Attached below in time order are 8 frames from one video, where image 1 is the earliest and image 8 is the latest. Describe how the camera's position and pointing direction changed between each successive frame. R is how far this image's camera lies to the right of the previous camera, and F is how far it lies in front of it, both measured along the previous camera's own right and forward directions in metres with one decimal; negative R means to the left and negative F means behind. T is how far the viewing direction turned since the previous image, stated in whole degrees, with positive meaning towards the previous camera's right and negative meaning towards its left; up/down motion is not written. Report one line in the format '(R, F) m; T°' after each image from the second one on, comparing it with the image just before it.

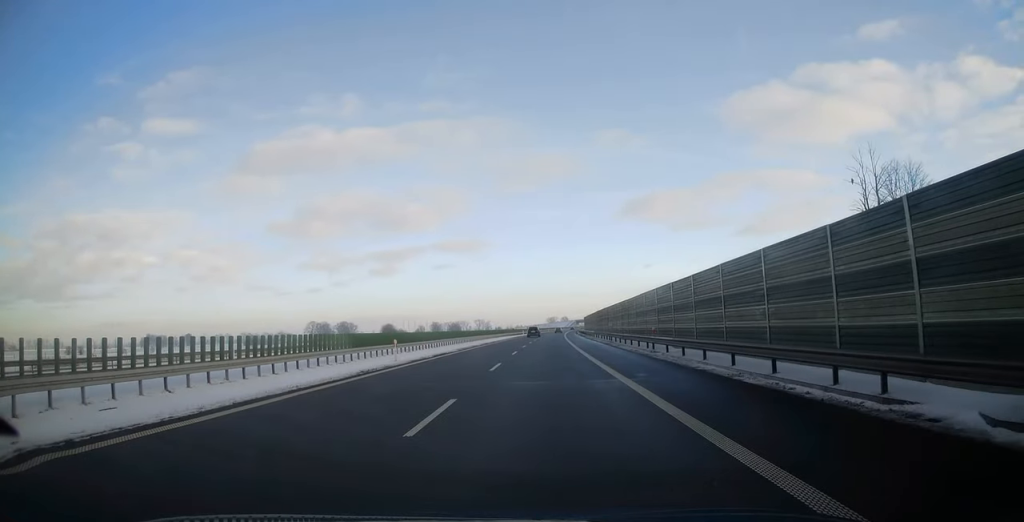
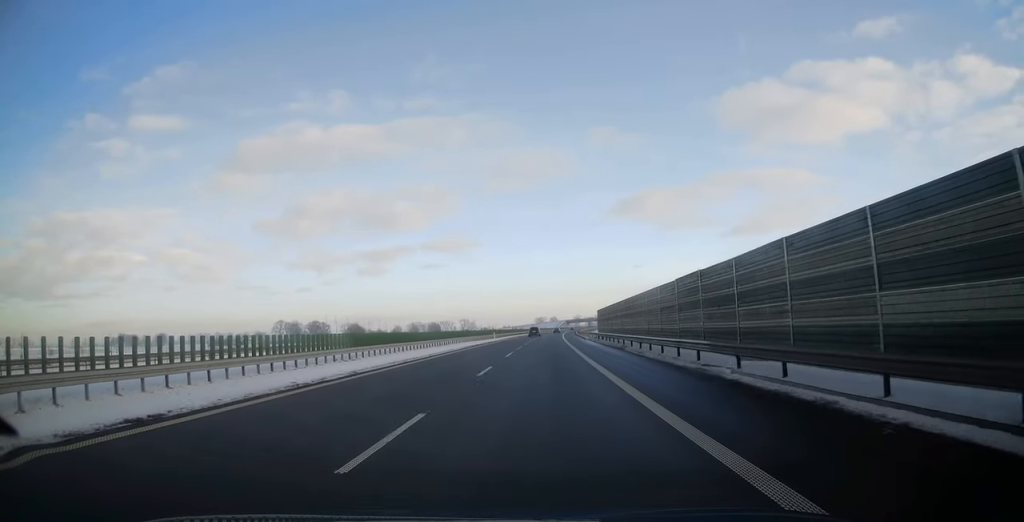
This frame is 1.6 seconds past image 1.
(+0.8, +50.0) m; +1°
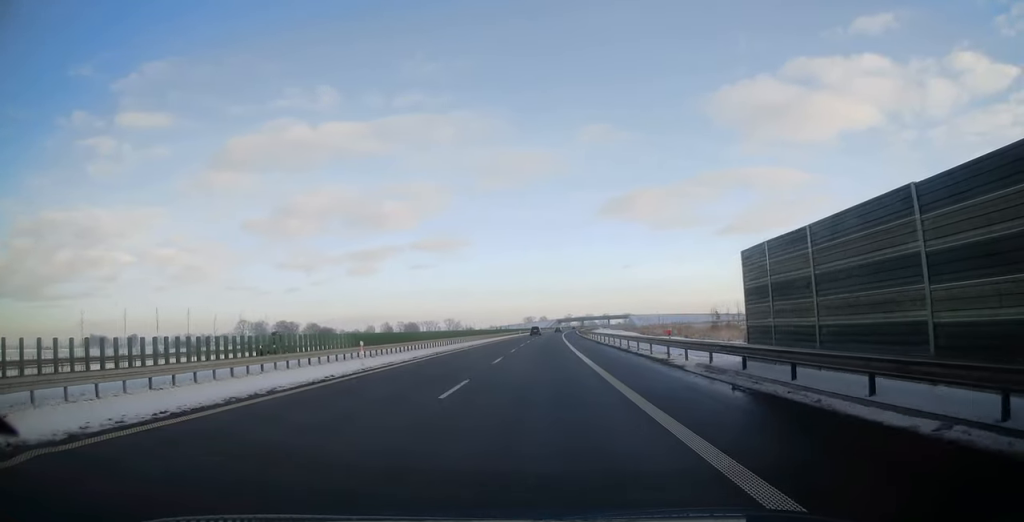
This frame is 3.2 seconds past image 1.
(+0.2, +53.6) m; +1°
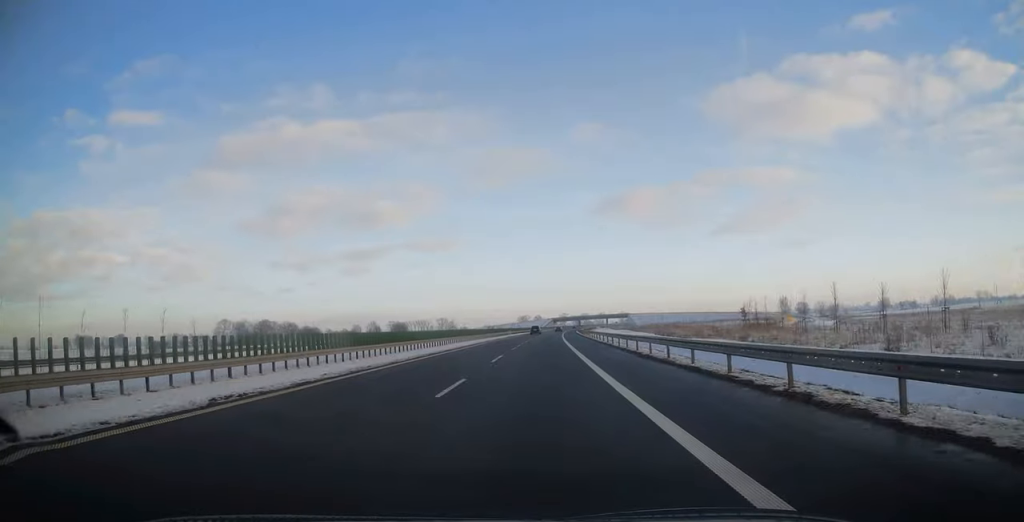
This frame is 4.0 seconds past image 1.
(+0.3, +23.9) m; +1°
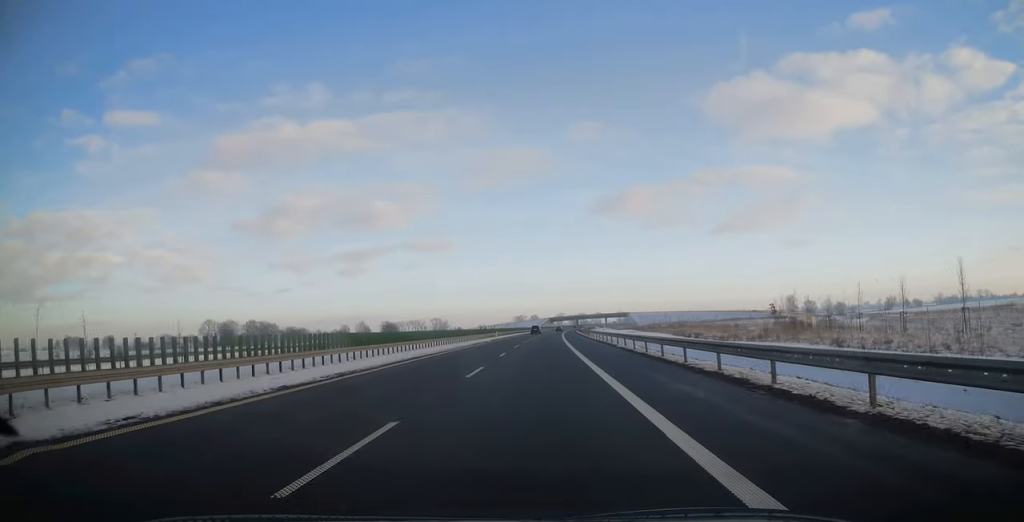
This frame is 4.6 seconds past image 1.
(0.0, +19.1) m; 0°
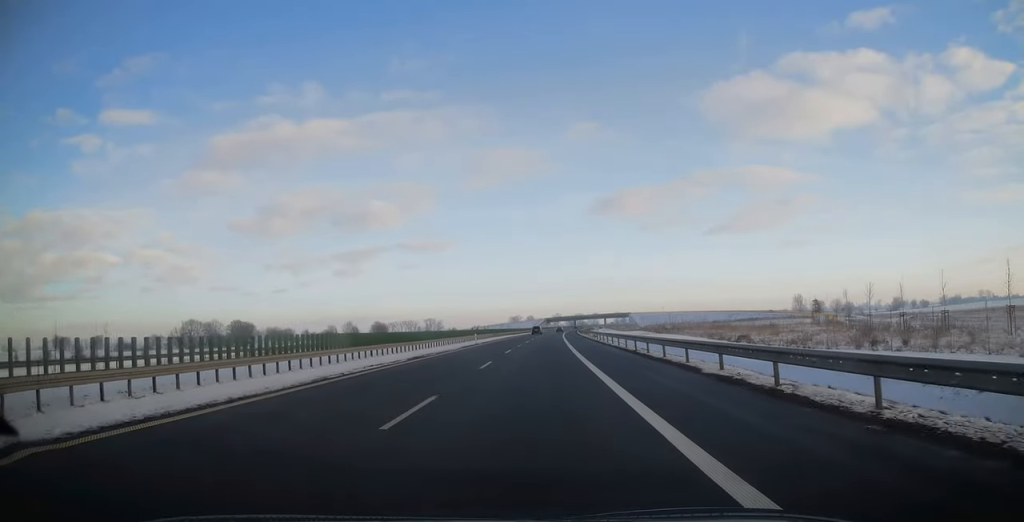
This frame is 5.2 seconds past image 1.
(0.0, +20.2) m; 0°
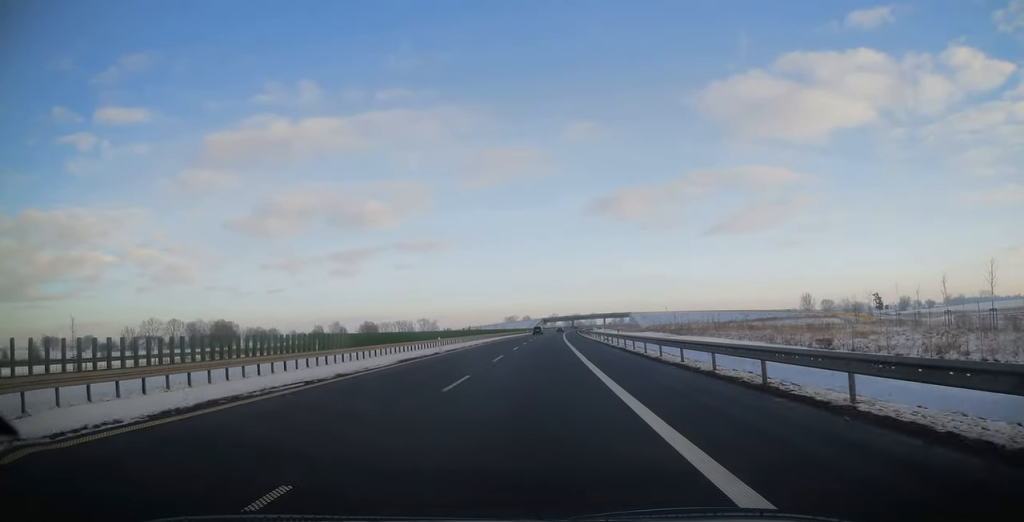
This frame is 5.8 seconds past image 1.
(0.0, +19.1) m; +1°
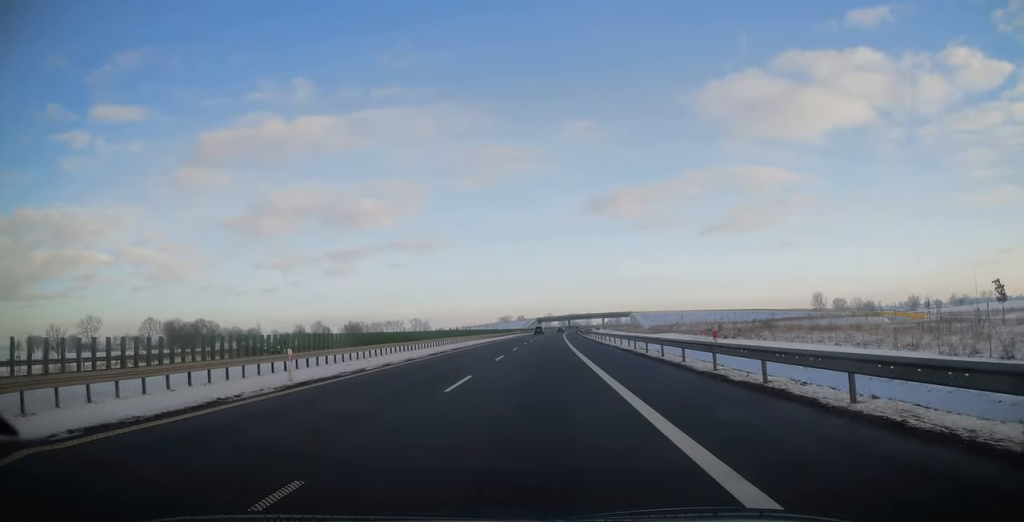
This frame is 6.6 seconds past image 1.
(+0.2, +23.9) m; +1°
